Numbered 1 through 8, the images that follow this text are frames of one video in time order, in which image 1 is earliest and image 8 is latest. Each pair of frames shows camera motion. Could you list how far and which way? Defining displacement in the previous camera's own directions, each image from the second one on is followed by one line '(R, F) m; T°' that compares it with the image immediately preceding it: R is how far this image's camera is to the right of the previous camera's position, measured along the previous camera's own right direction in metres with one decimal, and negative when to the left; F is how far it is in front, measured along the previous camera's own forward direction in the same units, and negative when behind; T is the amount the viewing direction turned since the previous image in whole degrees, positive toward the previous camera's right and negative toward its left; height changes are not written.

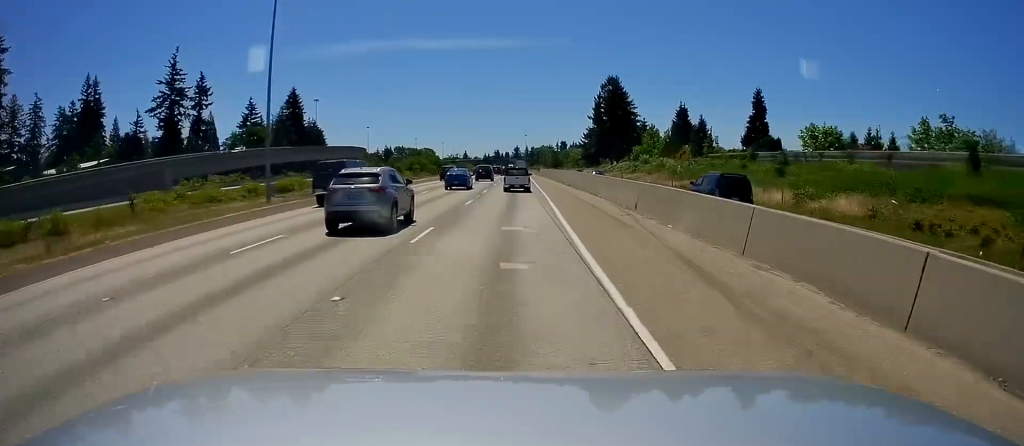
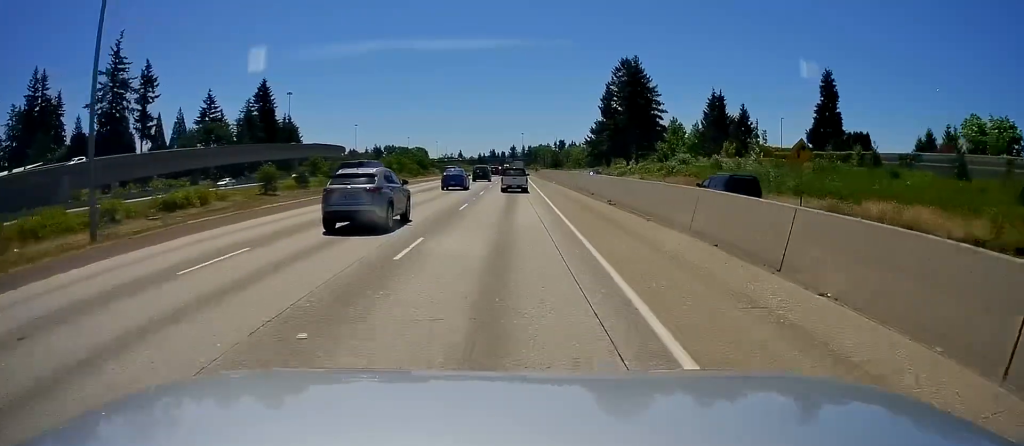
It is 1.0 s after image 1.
(0.0, +27.1) m; 0°
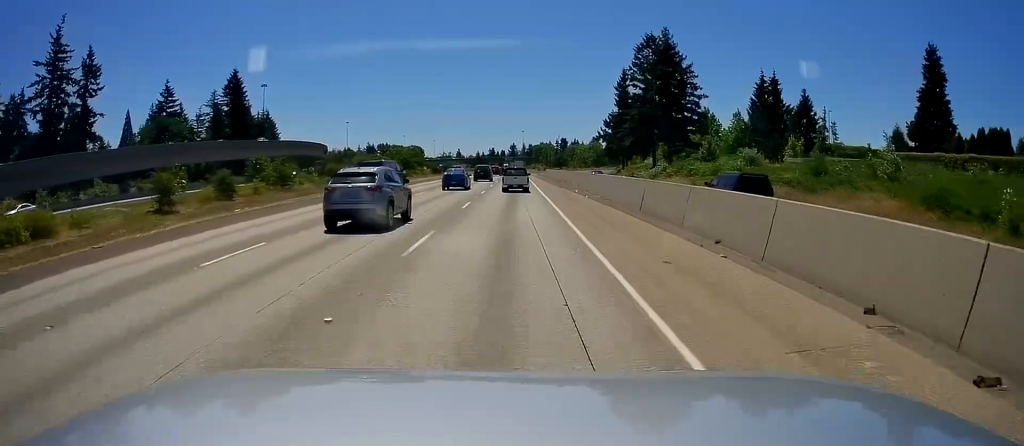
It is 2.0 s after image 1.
(0.0, +24.1) m; 0°
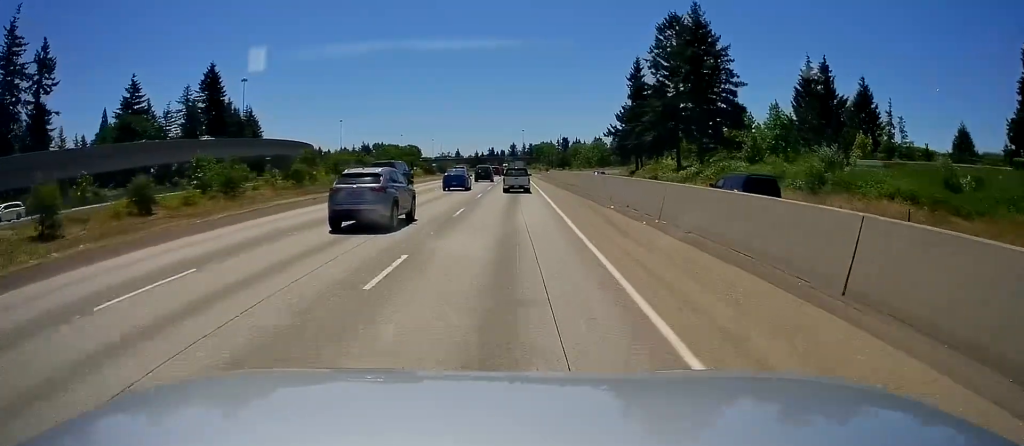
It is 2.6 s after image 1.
(+0.1, +15.8) m; -1°
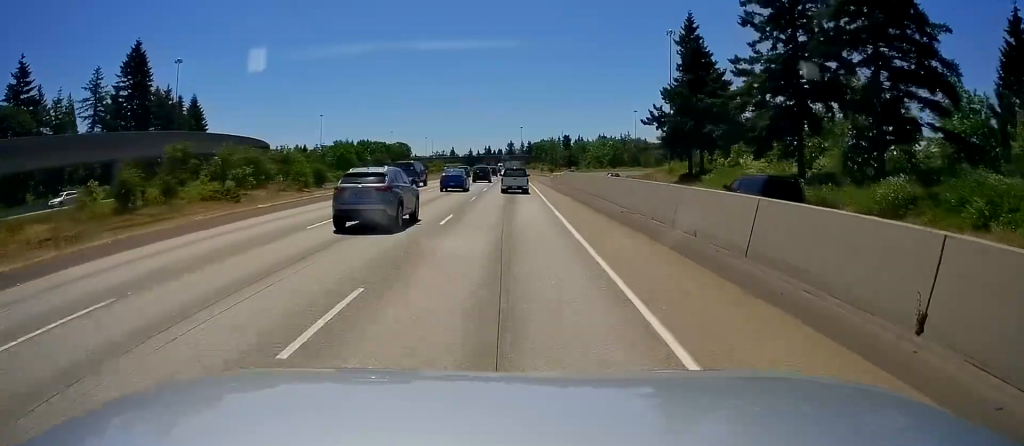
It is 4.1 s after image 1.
(-0.3, +39.2) m; 0°
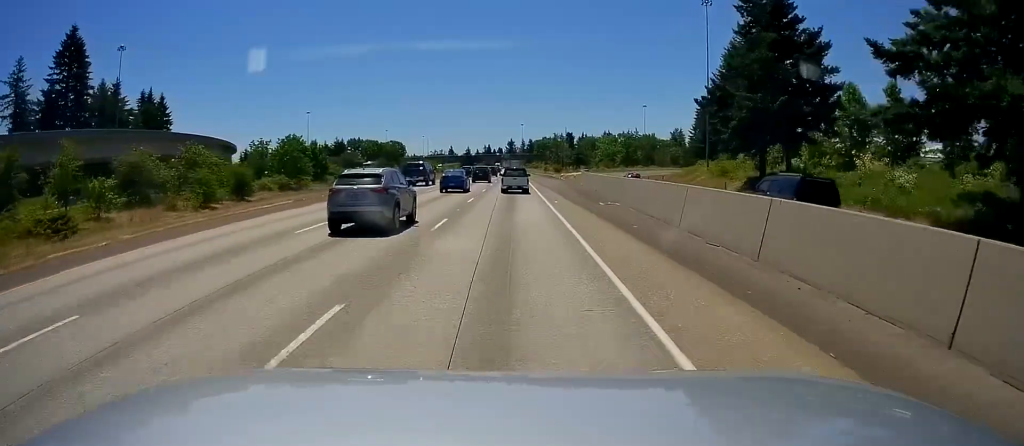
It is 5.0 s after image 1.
(0.0, +25.4) m; 0°
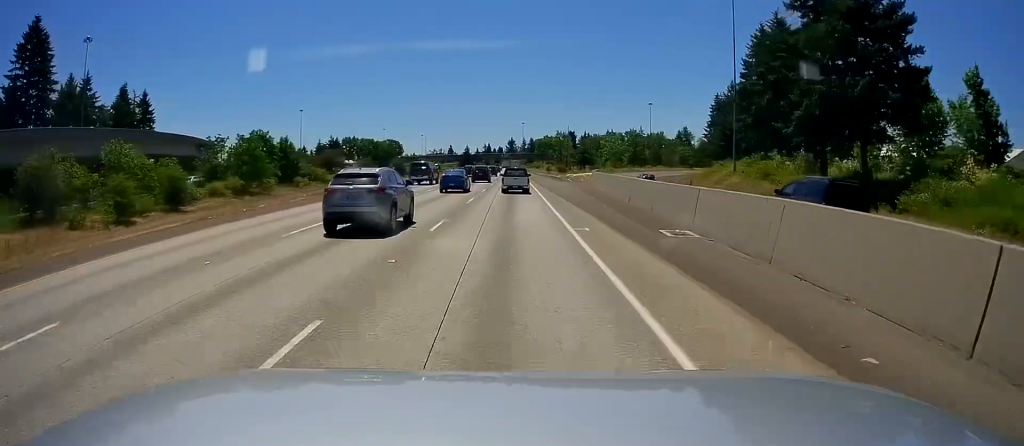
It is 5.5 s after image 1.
(-0.4, +12.7) m; 0°
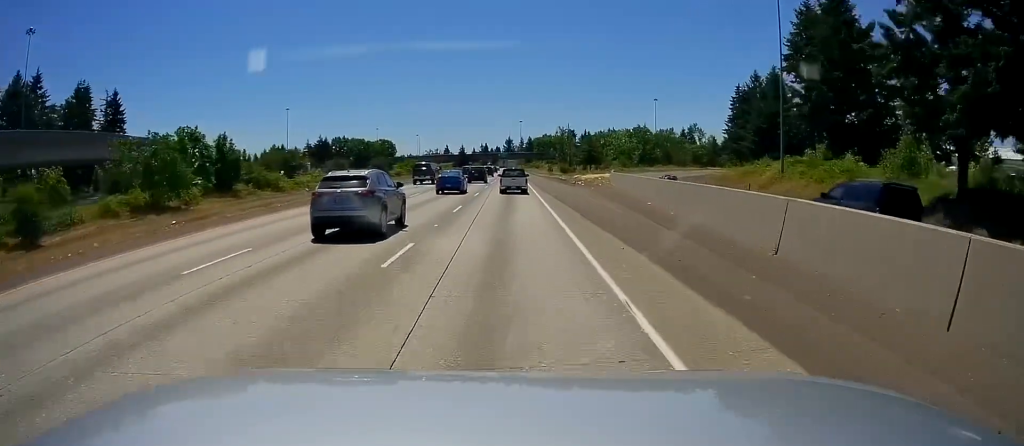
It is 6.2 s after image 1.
(+0.2, +17.6) m; +1°
